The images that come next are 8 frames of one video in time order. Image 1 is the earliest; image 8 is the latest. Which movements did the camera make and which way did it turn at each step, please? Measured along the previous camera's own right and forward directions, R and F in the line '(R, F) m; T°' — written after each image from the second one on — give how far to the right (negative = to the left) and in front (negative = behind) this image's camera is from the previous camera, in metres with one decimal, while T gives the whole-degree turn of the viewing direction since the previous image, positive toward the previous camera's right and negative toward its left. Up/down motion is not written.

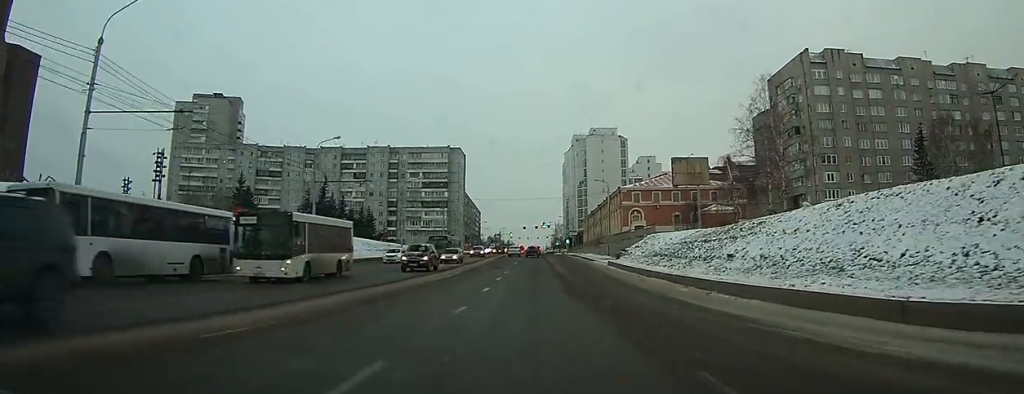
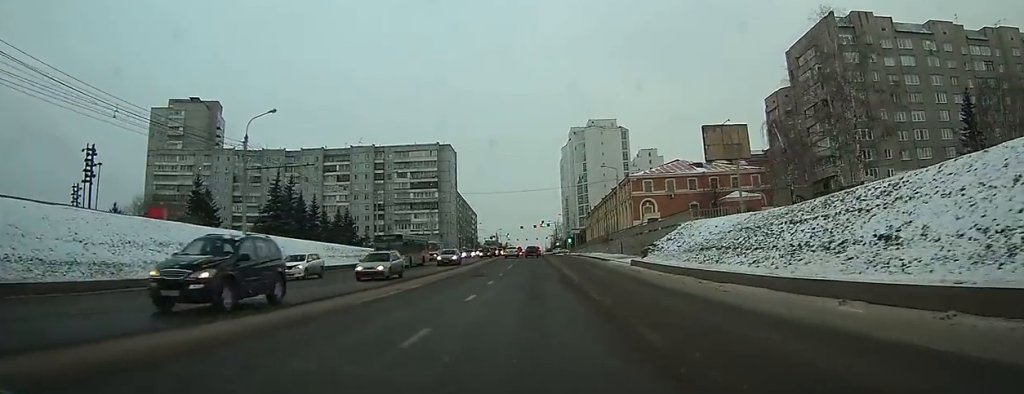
(-0.4, +12.5) m; -2°
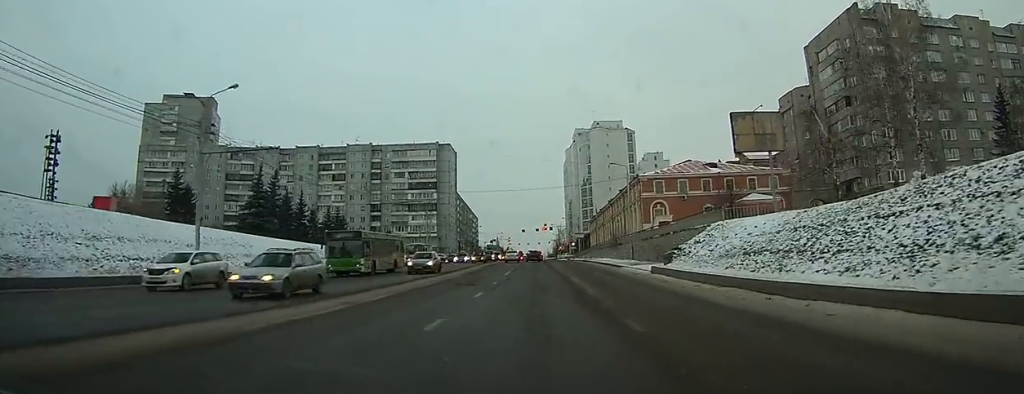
(-0.1, +6.3) m; -1°
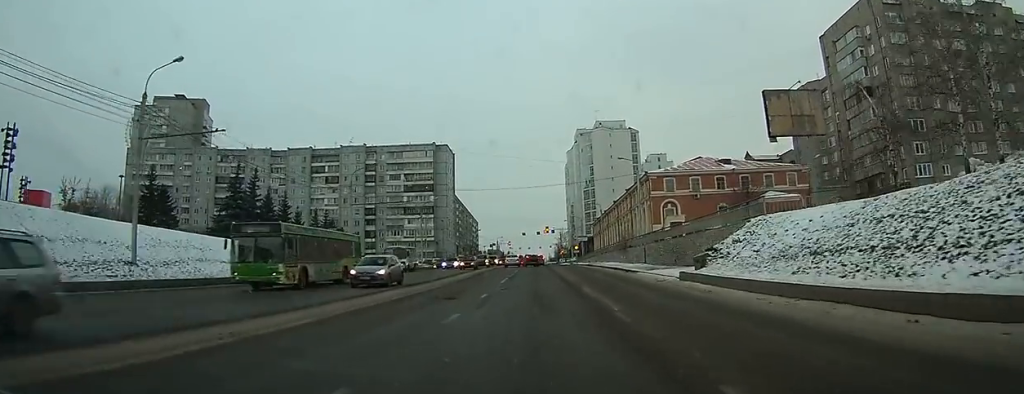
(0.0, +6.4) m; +1°
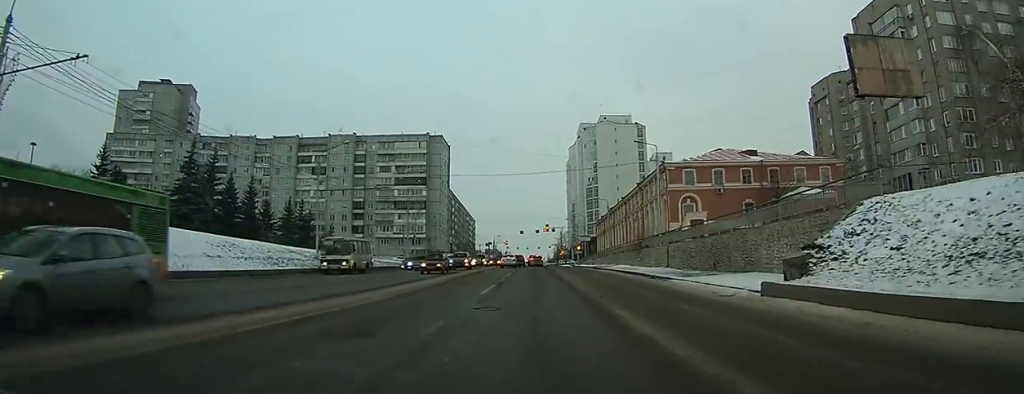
(+0.2, +10.6) m; +2°
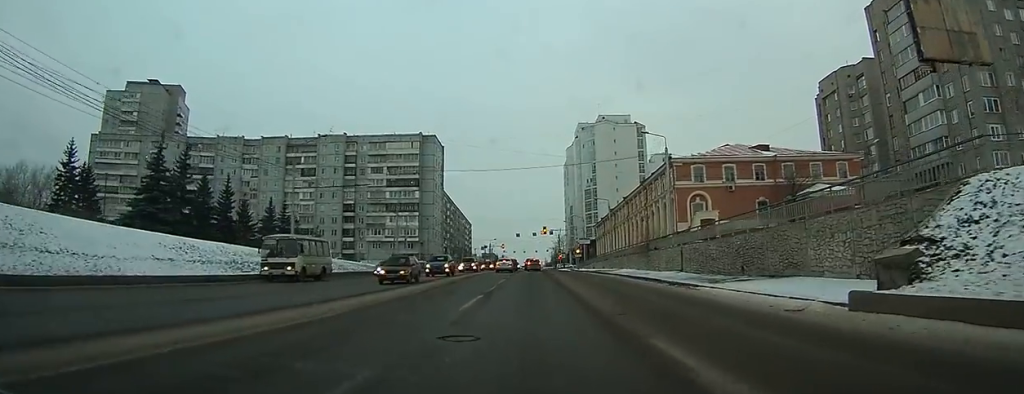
(+0.2, +5.6) m; 0°
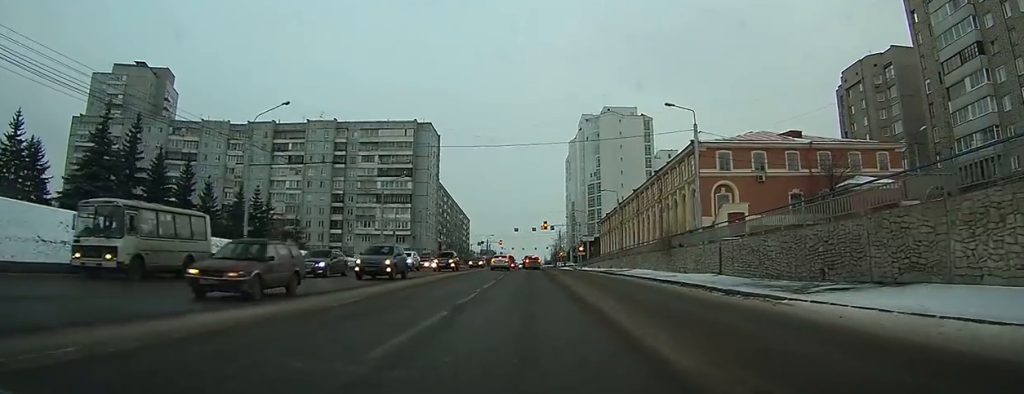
(0.0, +9.7) m; 0°
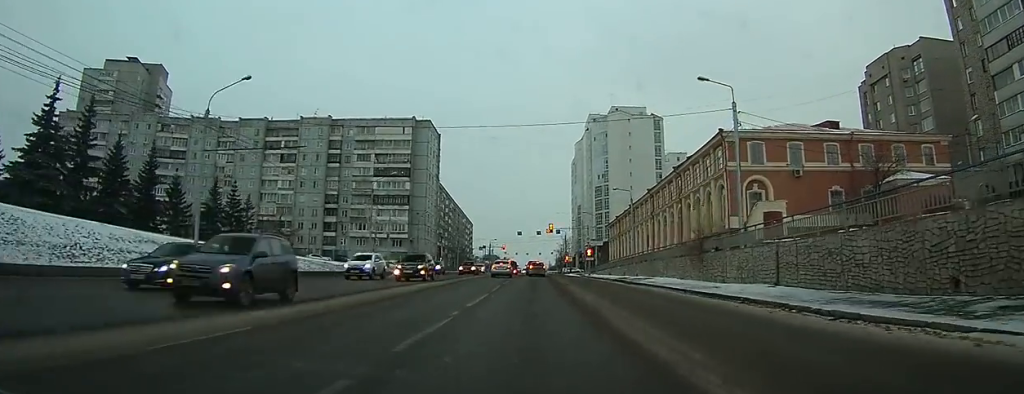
(-0.2, +8.4) m; 0°
